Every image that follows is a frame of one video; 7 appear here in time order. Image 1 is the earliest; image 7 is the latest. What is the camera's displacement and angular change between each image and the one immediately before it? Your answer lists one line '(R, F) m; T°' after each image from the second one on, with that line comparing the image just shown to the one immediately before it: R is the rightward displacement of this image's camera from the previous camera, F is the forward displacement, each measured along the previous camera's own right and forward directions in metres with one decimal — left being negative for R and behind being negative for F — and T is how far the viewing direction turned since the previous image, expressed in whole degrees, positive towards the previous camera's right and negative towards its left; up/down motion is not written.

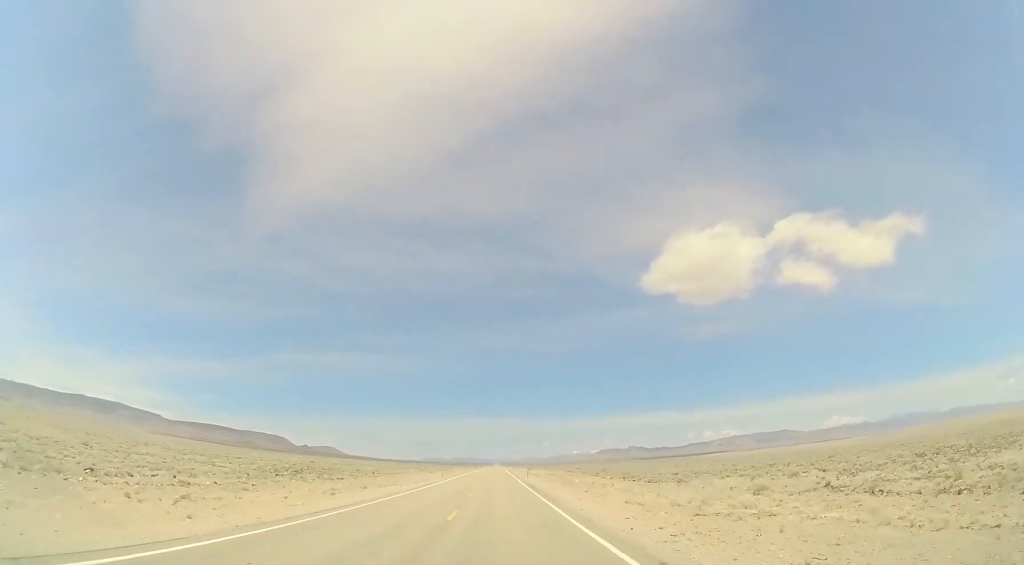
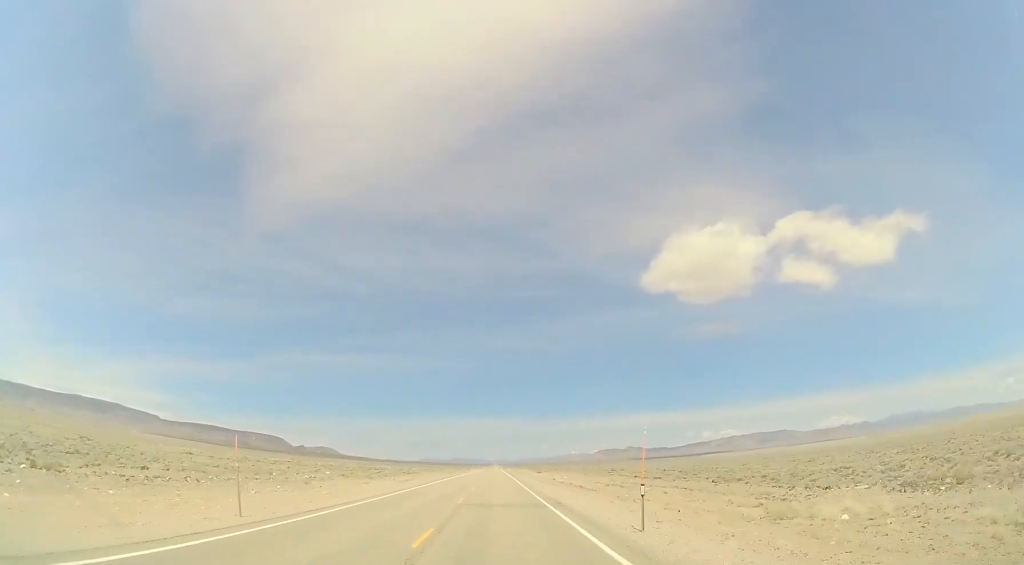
(+0.5, +54.4) m; +1°
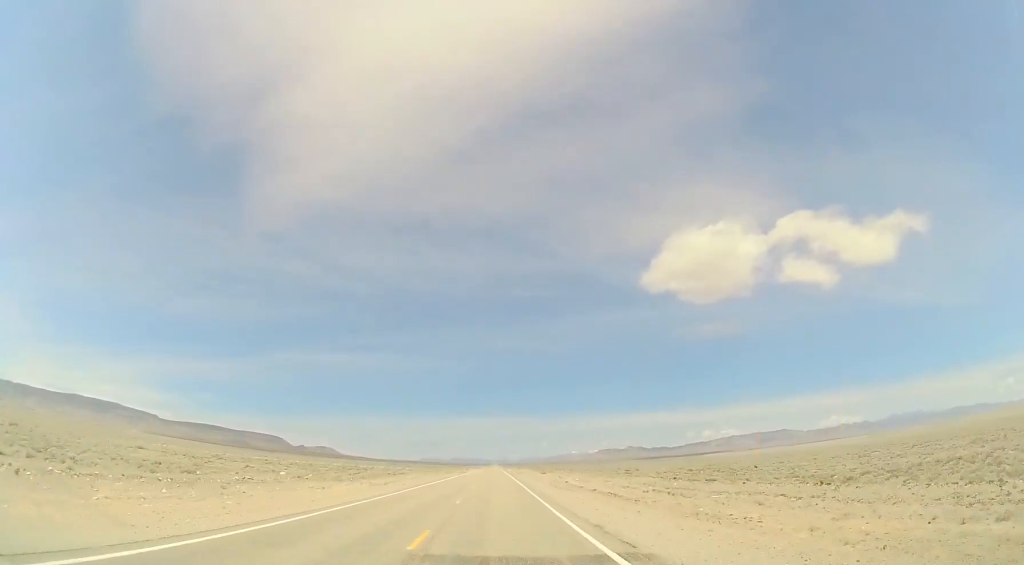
(-0.1, +13.6) m; 0°
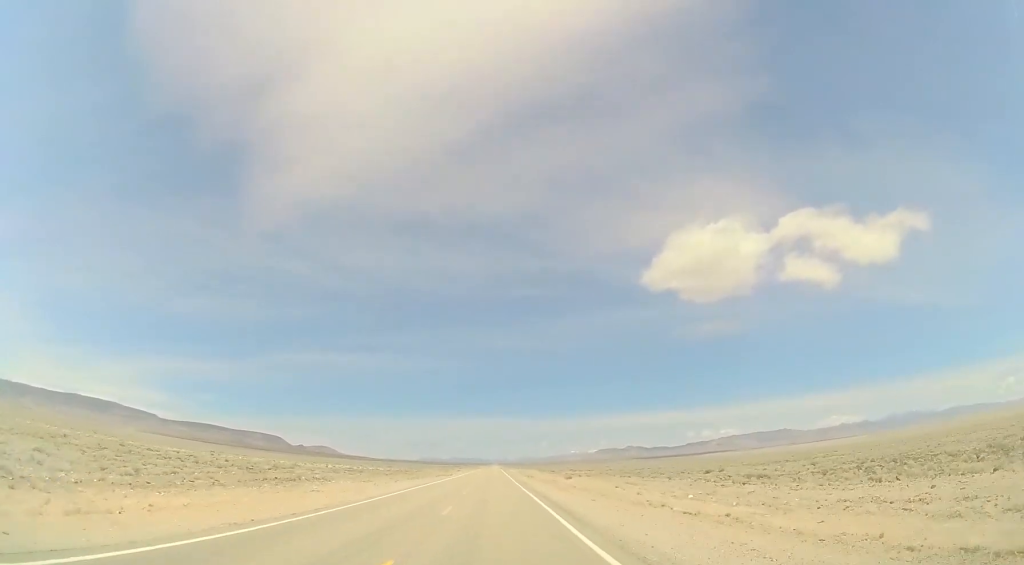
(-0.2, +40.9) m; -1°
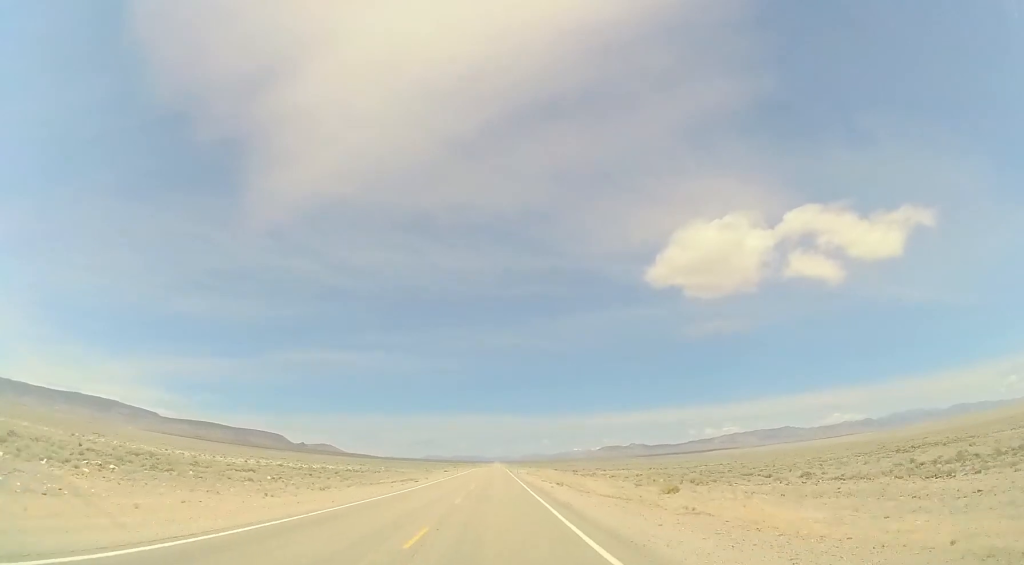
(-0.4, +44.3) m; 0°
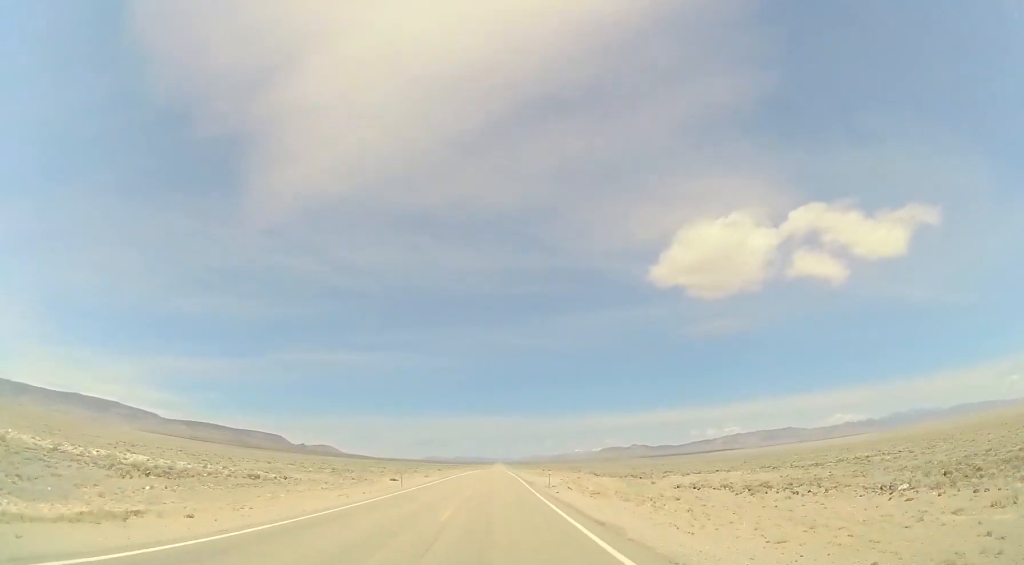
(+0.3, +56.2) m; +1°
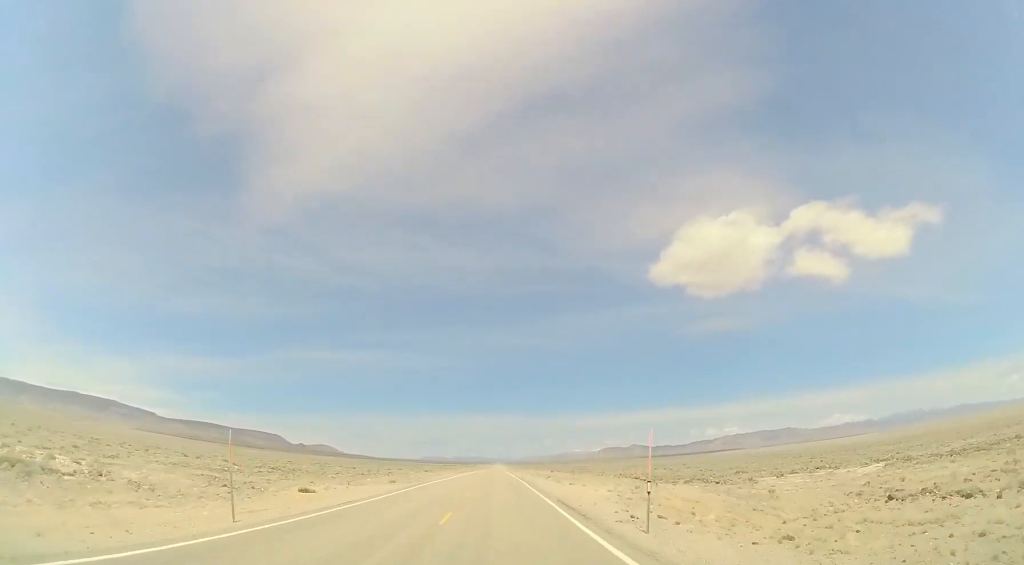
(+0.1, +25.4) m; 0°
